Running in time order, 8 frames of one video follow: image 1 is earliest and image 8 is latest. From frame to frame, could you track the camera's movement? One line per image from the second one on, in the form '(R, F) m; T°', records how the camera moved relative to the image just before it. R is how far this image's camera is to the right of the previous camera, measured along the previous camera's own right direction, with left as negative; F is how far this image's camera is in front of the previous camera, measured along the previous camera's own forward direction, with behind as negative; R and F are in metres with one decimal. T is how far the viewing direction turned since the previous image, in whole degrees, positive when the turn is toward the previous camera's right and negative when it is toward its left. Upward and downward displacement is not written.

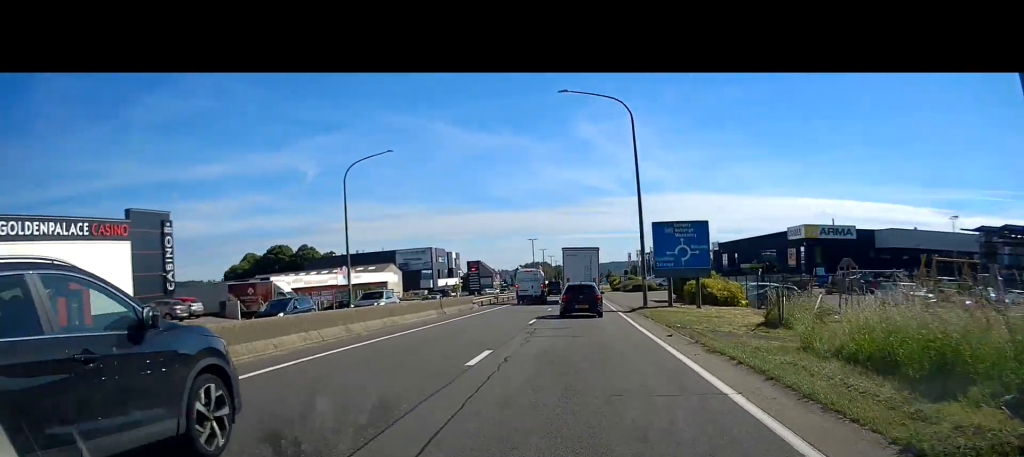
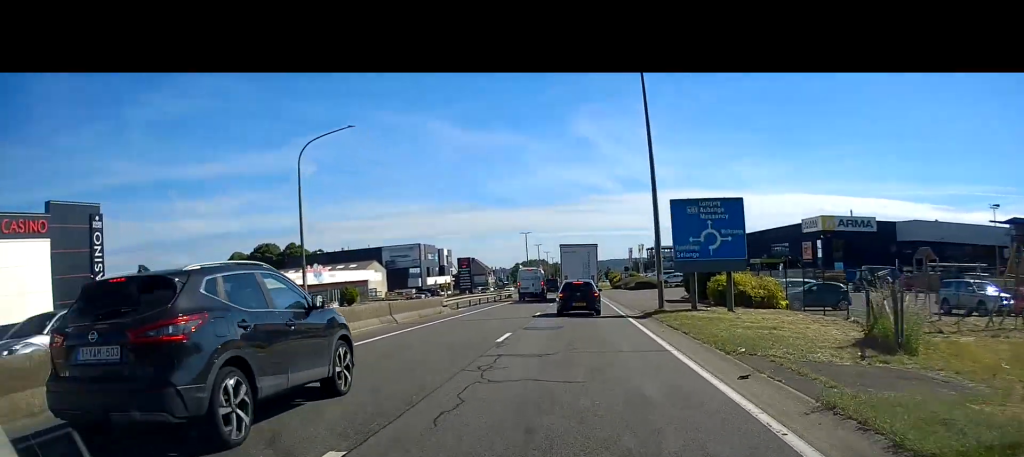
(0.0, +7.8) m; +1°
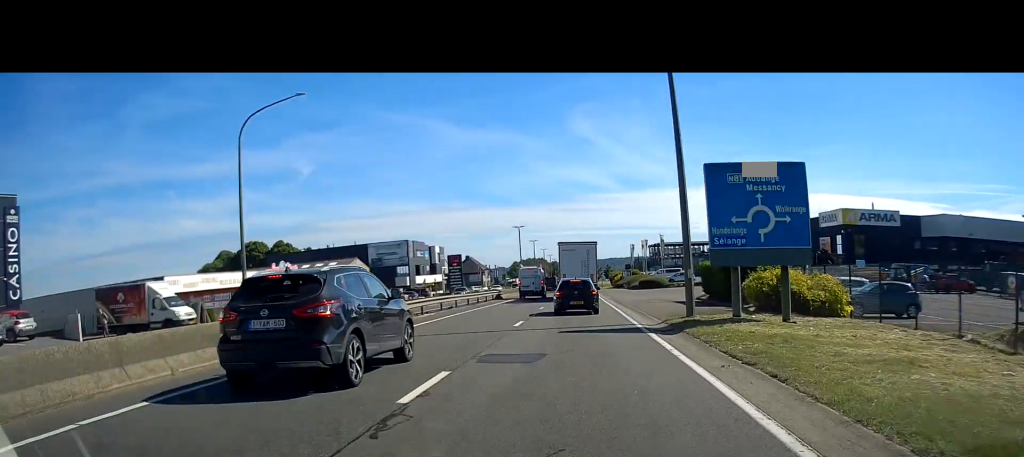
(+0.1, +7.6) m; +1°
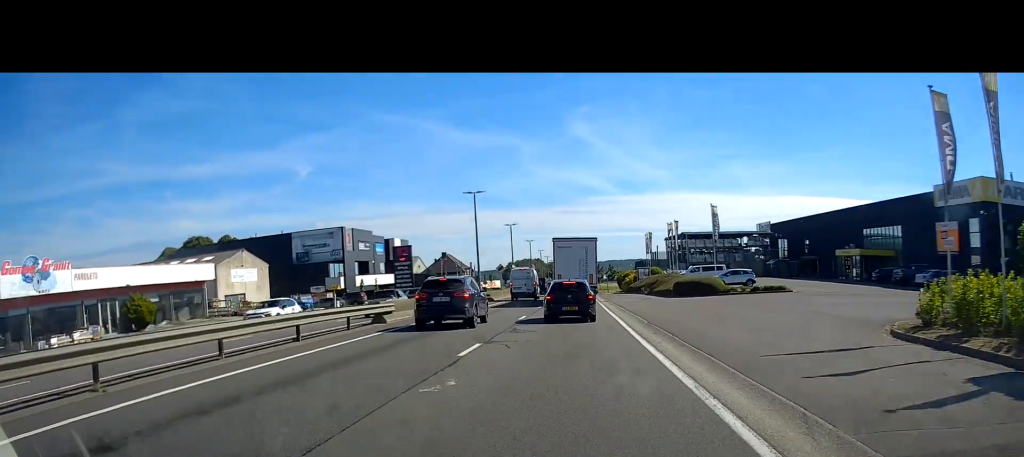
(-0.4, +30.8) m; -2°
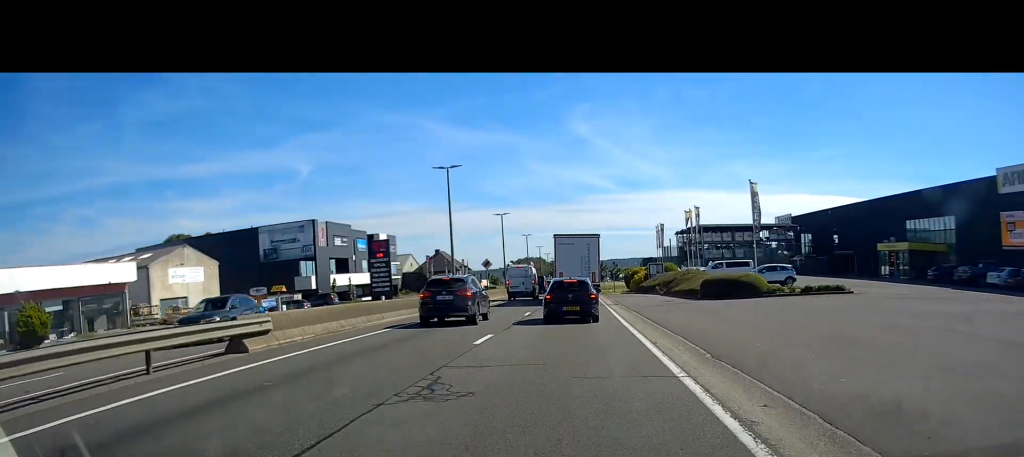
(-0.1, +10.0) m; 0°
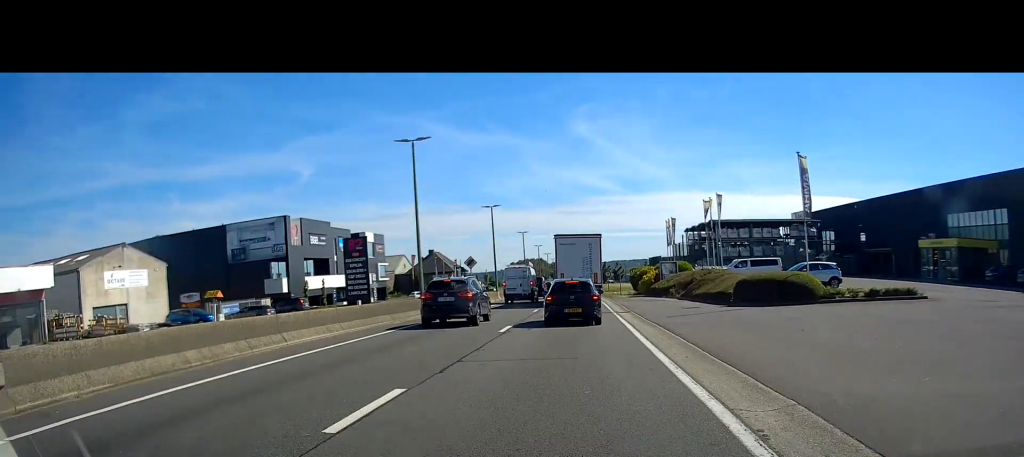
(0.0, +7.9) m; 0°
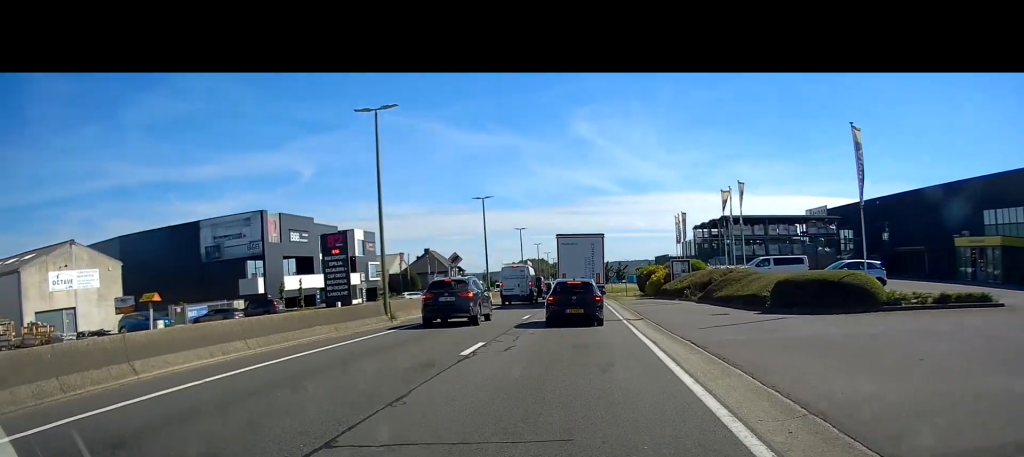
(+0.1, +5.7) m; 0°
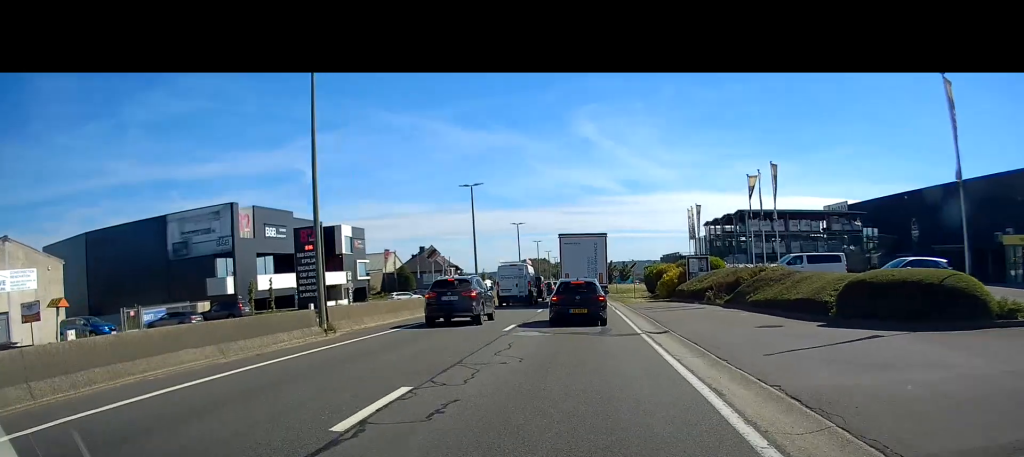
(-0.1, +6.3) m; 0°
